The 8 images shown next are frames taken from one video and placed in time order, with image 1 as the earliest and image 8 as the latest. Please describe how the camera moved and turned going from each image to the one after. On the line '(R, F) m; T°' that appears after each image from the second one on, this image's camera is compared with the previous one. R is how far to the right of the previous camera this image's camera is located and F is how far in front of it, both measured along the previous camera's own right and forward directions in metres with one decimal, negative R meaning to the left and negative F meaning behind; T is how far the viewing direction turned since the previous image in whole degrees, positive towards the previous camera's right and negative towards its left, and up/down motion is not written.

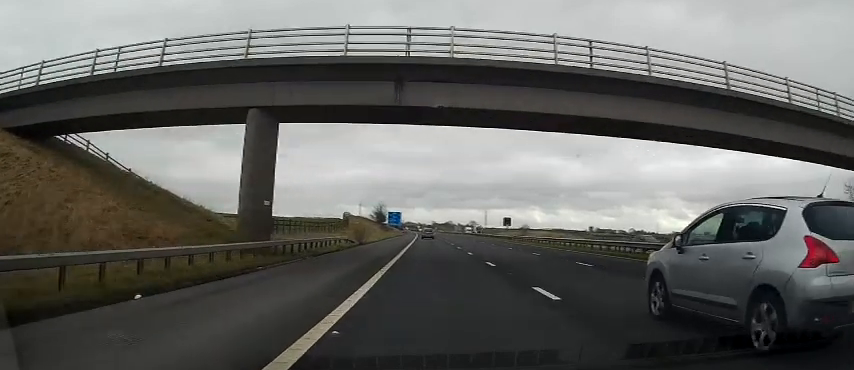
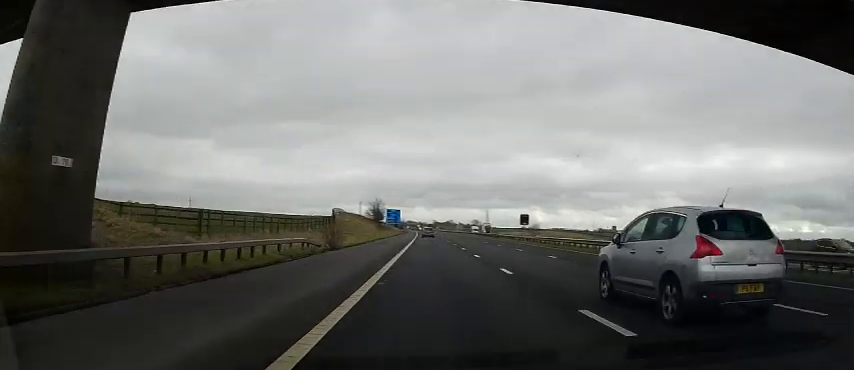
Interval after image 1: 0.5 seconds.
(0.0, +12.2) m; 0°
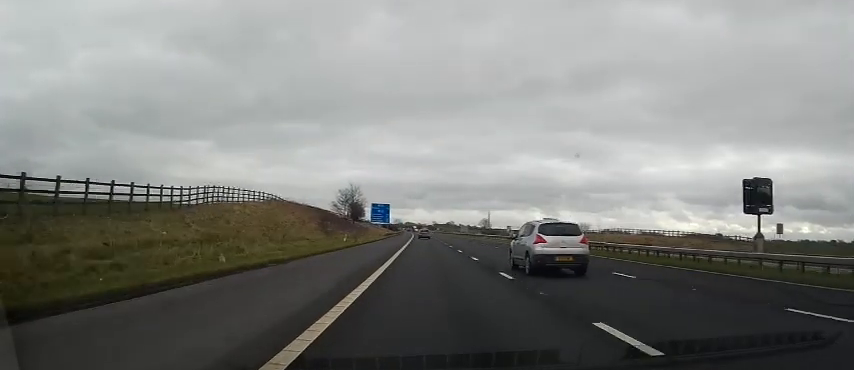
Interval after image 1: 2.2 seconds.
(0.0, +46.5) m; 0°
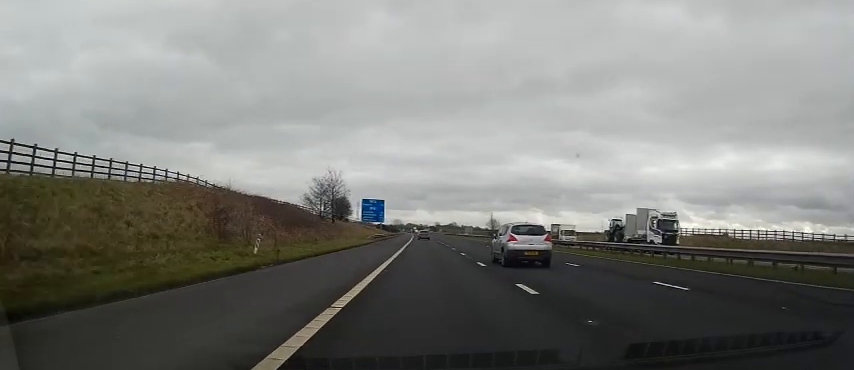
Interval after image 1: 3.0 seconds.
(0.0, +21.1) m; 0°
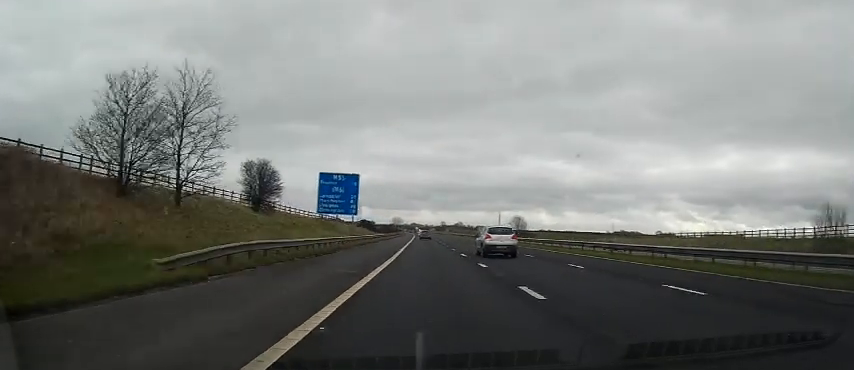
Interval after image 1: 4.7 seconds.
(-0.5, +44.7) m; -2°
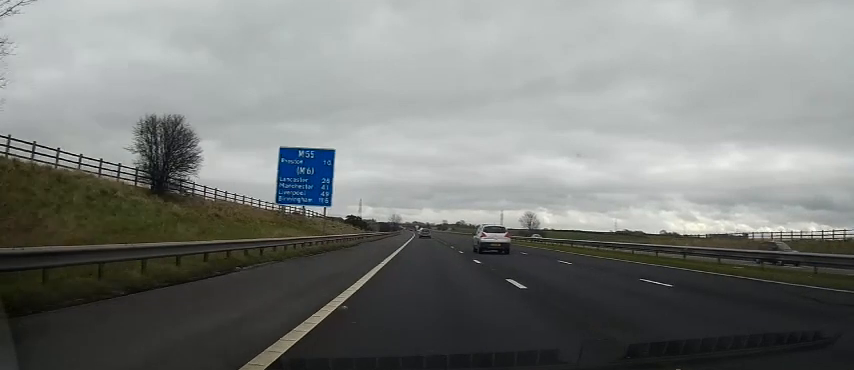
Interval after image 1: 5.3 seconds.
(-0.1, +15.9) m; 0°
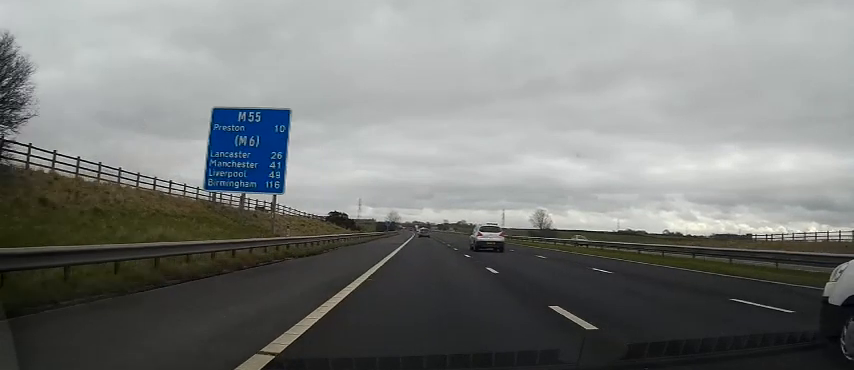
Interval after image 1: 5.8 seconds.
(0.0, +13.8) m; 0°
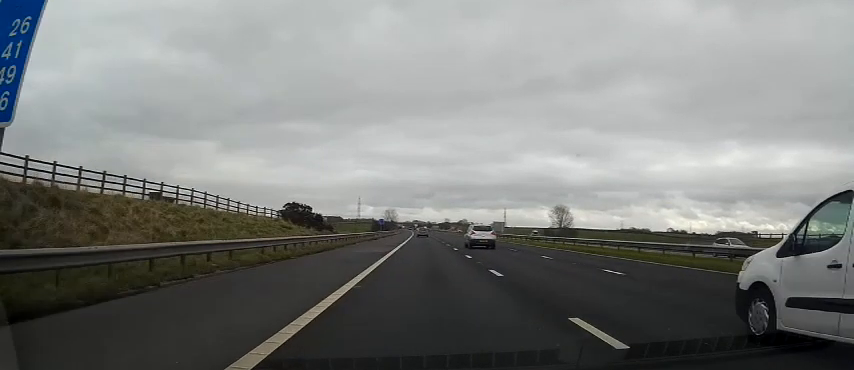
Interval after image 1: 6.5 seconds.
(+0.1, +19.6) m; 0°
